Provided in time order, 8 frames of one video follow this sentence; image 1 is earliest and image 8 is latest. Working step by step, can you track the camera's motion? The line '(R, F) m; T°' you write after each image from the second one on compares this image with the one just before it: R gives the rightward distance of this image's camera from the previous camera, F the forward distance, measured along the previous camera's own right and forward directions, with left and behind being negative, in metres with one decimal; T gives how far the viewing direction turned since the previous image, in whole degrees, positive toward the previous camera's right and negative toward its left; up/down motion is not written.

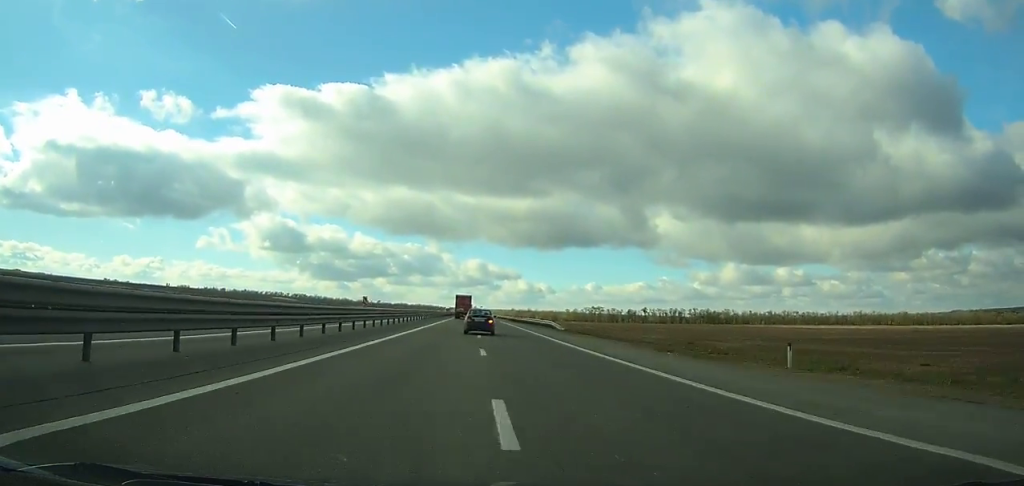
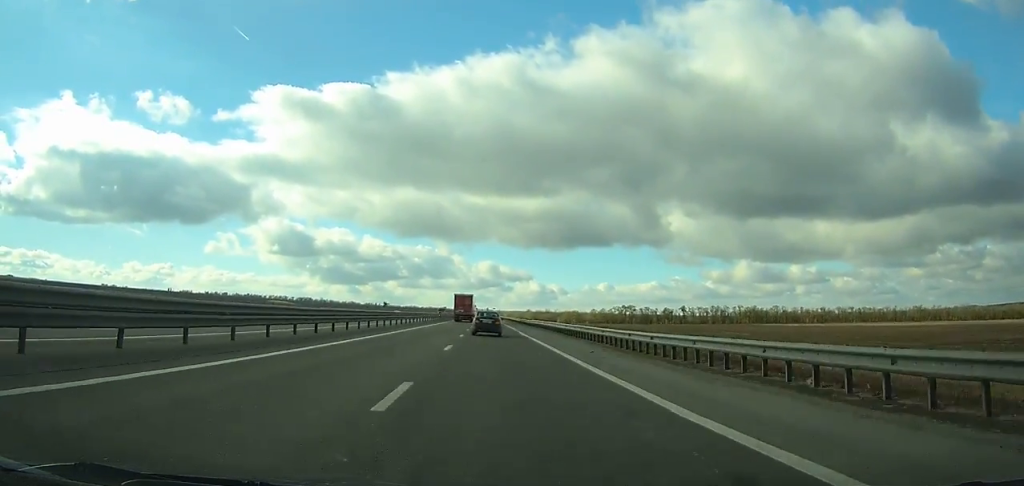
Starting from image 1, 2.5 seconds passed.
(0.0, +69.0) m; 0°
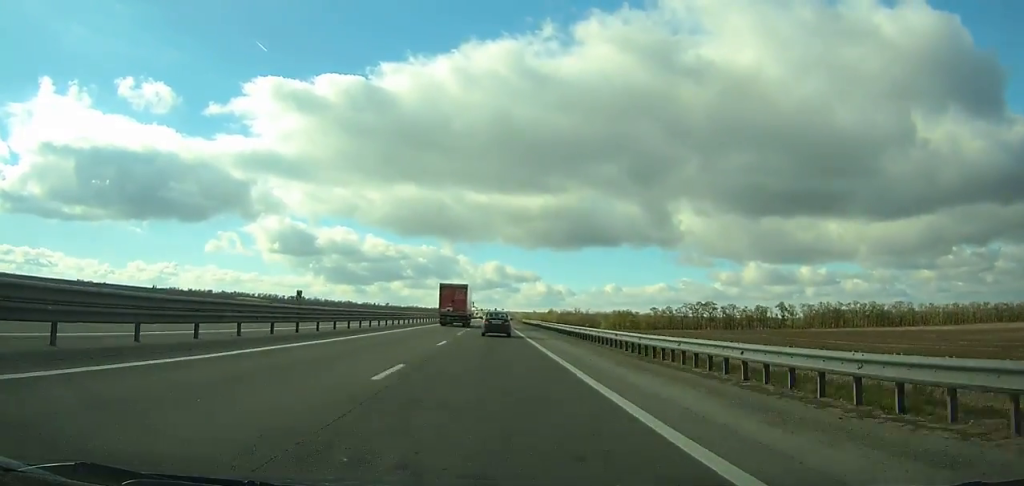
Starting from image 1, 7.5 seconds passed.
(-1.1, +138.9) m; -1°
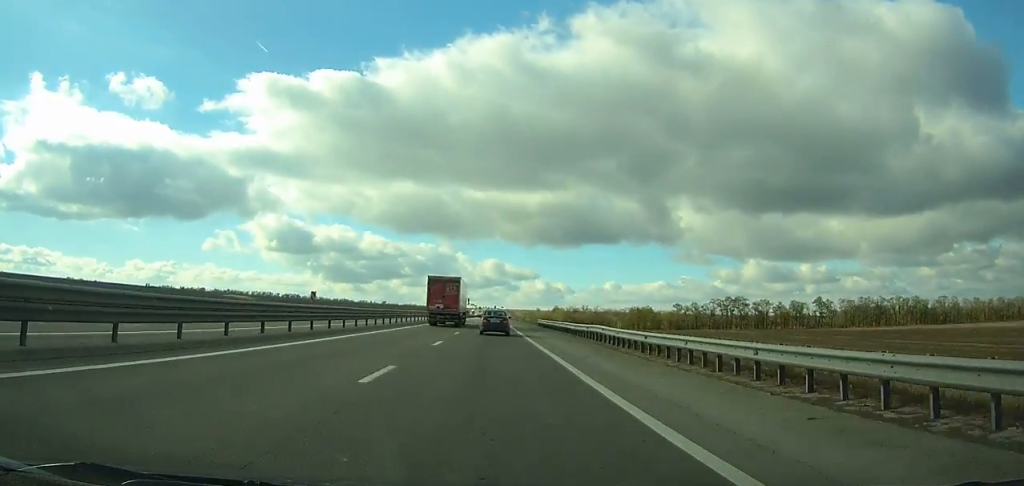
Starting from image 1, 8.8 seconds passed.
(-0.1, +36.3) m; 0°
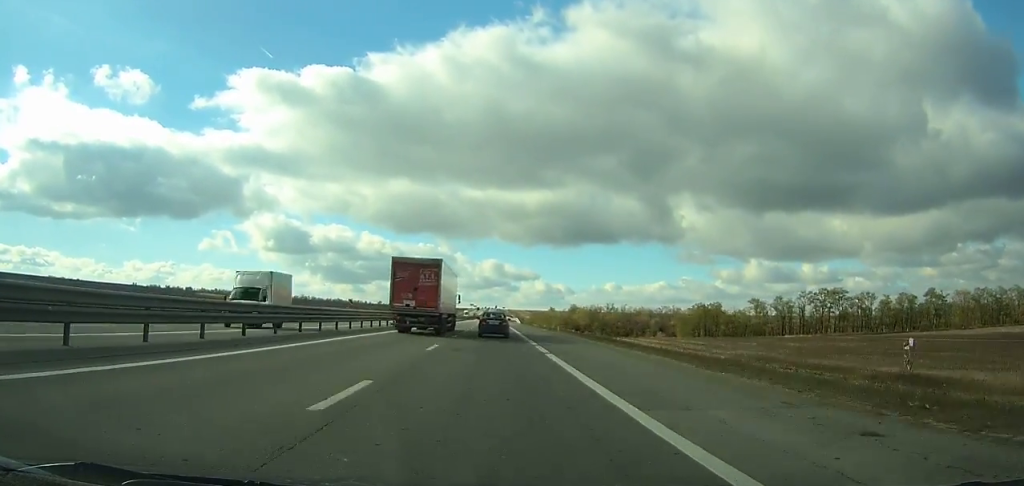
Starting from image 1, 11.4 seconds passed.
(+0.1, +72.3) m; 0°
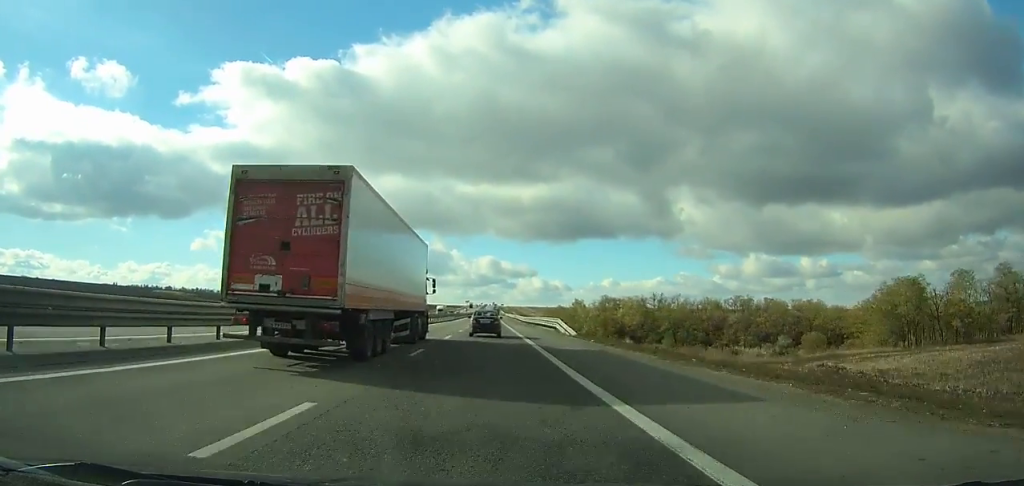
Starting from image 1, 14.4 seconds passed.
(+0.2, +82.2) m; 0°
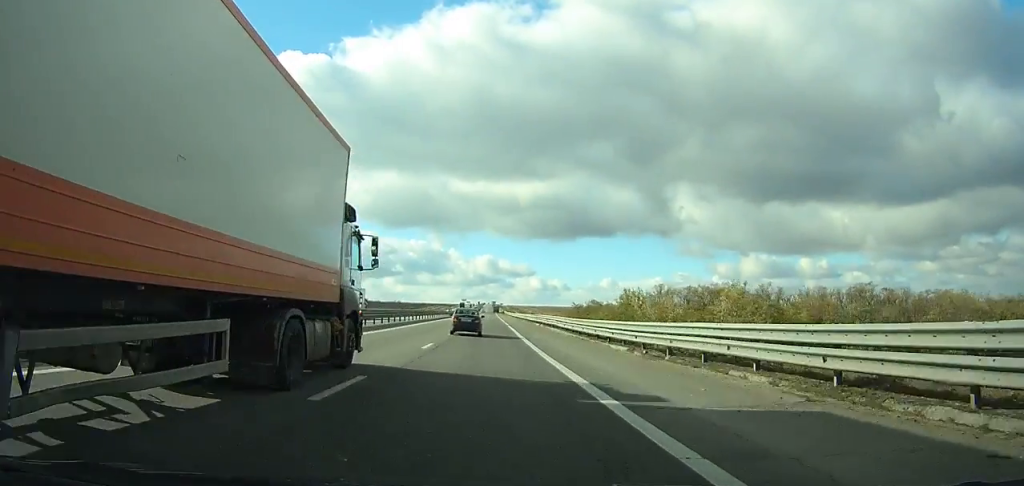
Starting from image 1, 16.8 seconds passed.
(0.0, +64.1) m; 0°
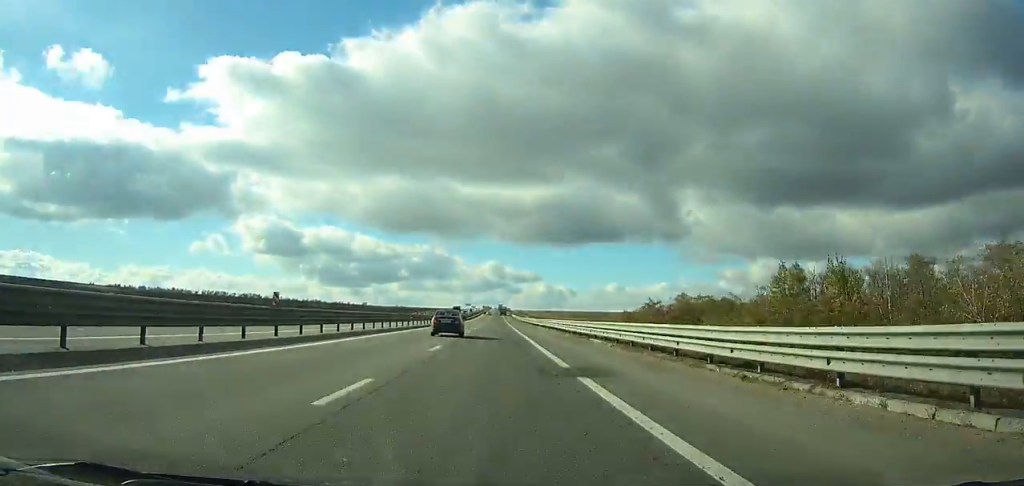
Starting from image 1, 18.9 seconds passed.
(-0.1, +54.9) m; 0°
